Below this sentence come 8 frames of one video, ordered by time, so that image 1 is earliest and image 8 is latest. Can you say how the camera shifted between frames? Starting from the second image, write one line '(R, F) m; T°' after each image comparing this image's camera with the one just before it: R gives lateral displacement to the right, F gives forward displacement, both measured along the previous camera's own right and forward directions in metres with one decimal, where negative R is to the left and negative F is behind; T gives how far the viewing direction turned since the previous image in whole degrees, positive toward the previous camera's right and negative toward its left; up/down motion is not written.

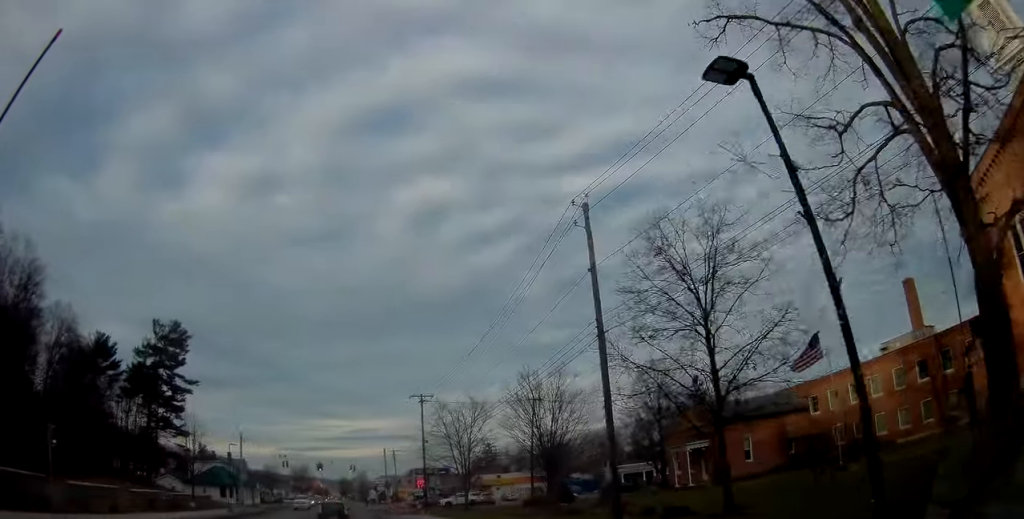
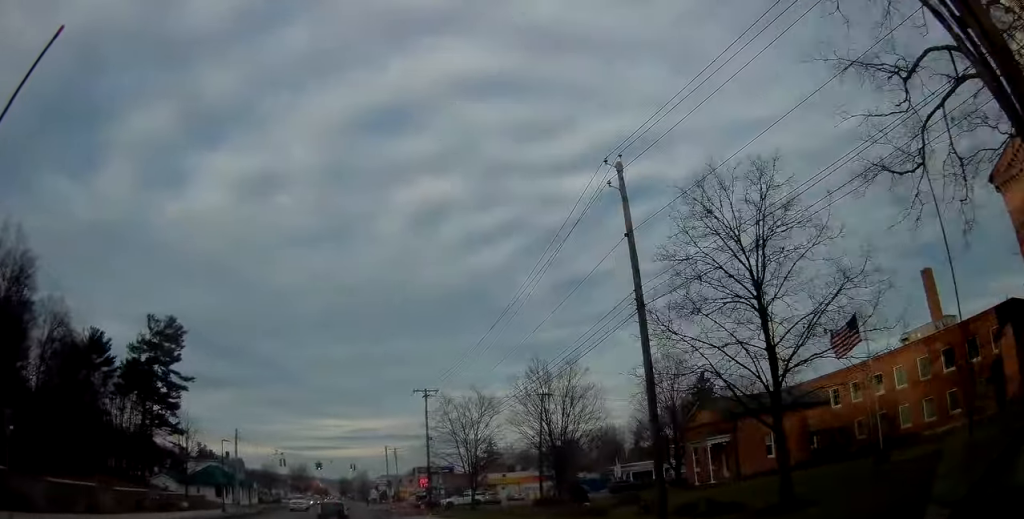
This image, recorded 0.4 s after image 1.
(-0.1, +2.8) m; 0°
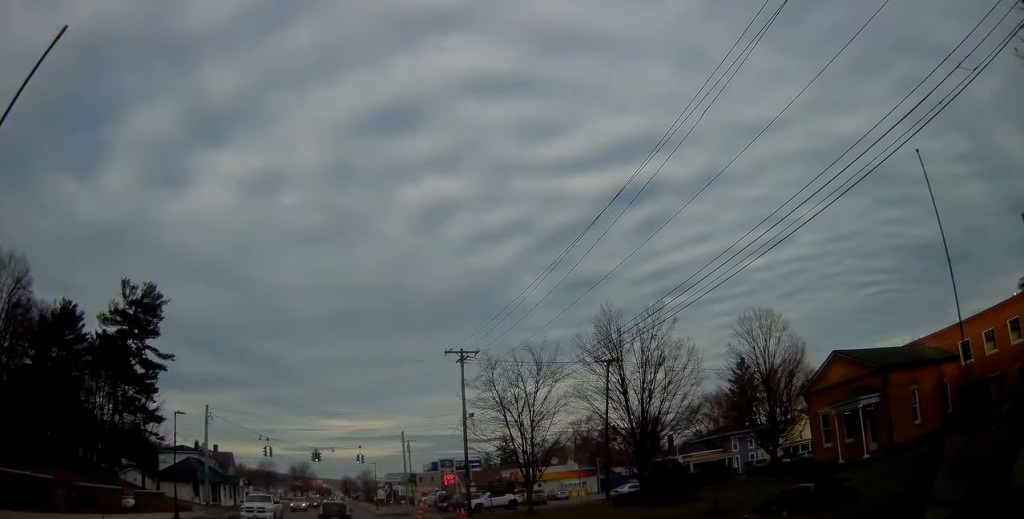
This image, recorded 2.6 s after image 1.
(-0.3, +14.6) m; -1°
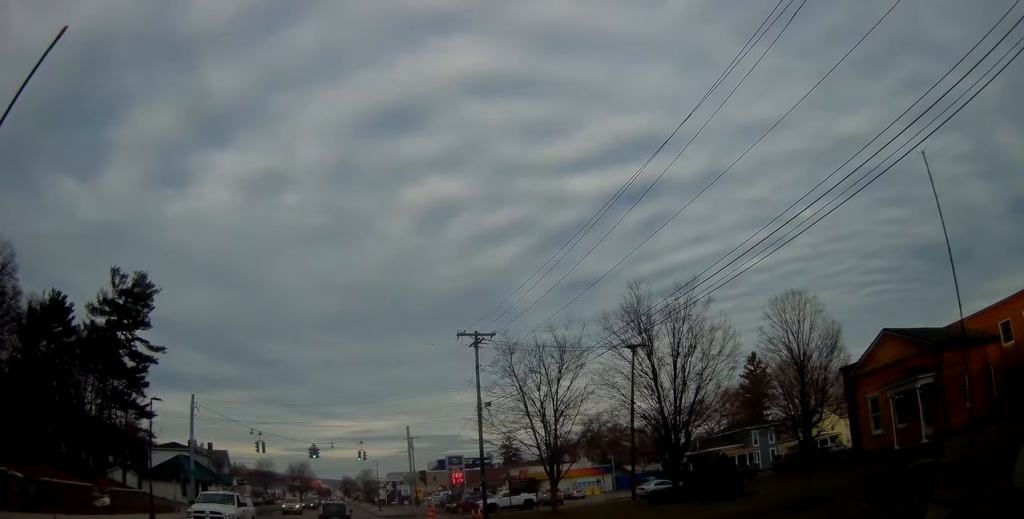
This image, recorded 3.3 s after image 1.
(+0.3, +4.5) m; 0°
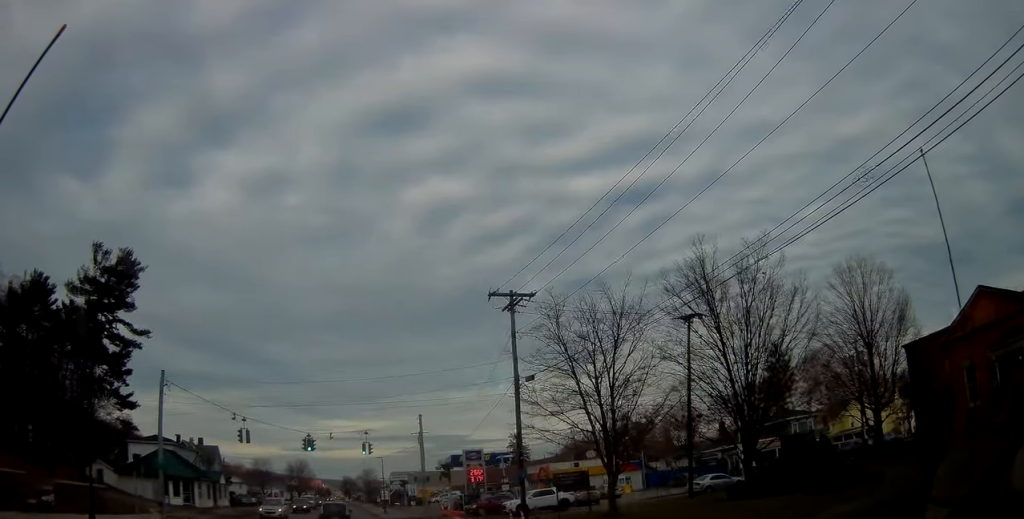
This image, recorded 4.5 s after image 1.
(-0.4, +7.7) m; 0°
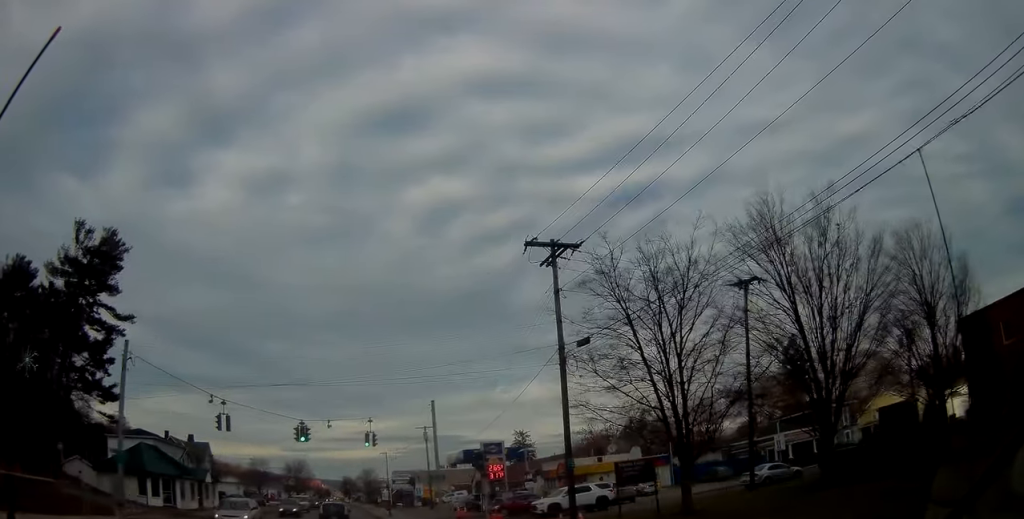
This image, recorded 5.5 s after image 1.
(+0.4, +6.2) m; +1°
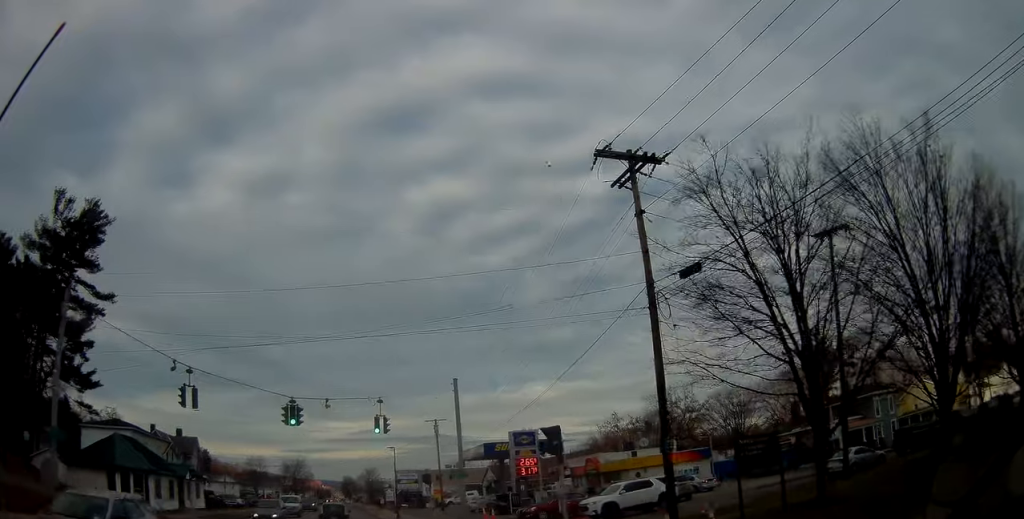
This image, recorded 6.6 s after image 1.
(-0.3, +7.1) m; -2°
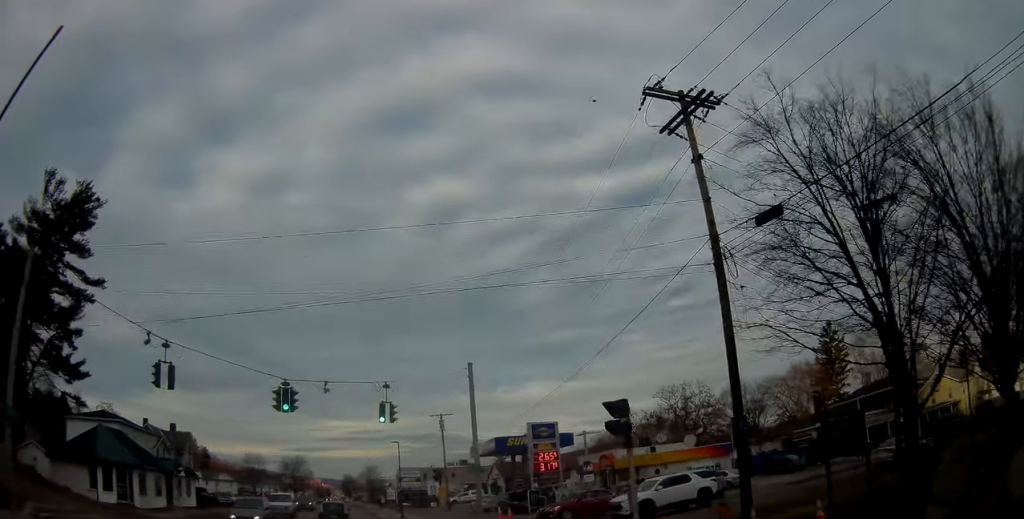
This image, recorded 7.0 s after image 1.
(0.0, +3.3) m; +1°
